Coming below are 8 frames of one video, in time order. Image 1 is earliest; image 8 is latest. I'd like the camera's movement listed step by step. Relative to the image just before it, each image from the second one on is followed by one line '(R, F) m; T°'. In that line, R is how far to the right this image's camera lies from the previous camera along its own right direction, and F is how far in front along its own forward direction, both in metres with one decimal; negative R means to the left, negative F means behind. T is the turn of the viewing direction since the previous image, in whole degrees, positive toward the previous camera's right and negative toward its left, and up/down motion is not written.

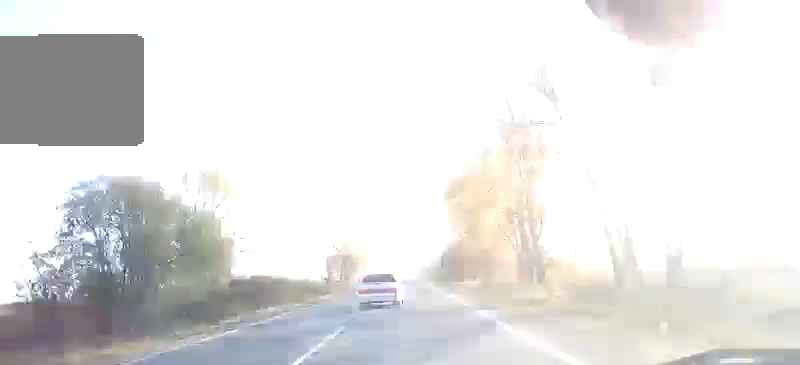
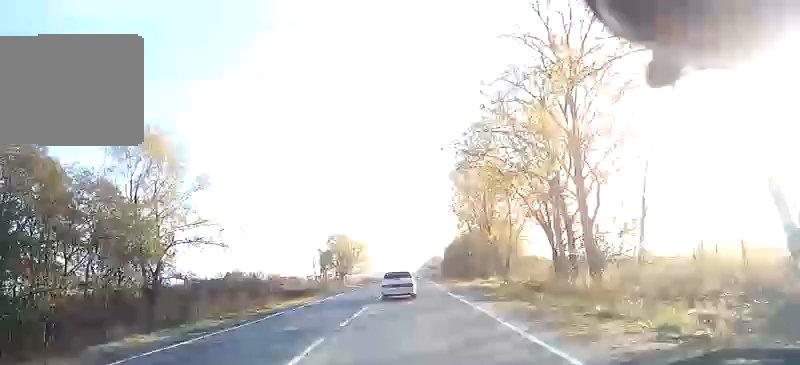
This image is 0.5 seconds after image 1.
(0.0, +14.6) m; 0°
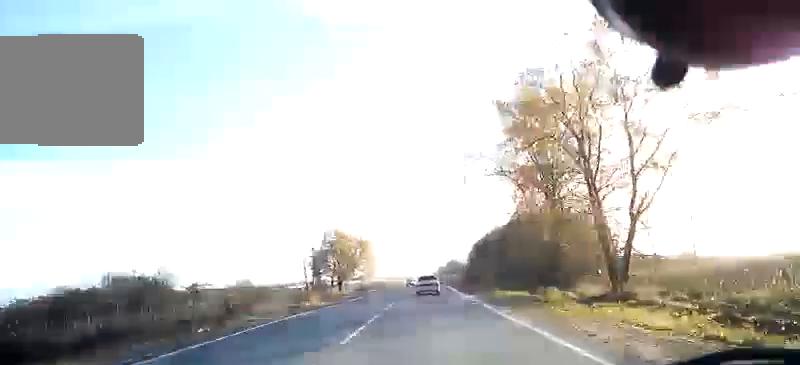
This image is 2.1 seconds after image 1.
(0.0, +43.0) m; 0°
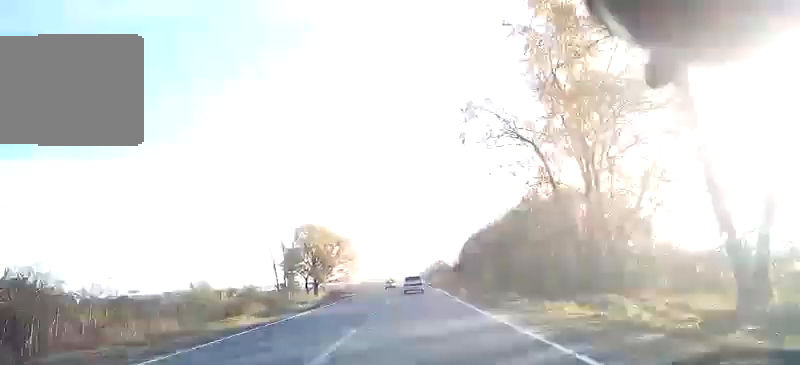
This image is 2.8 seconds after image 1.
(0.0, +16.2) m; 0°
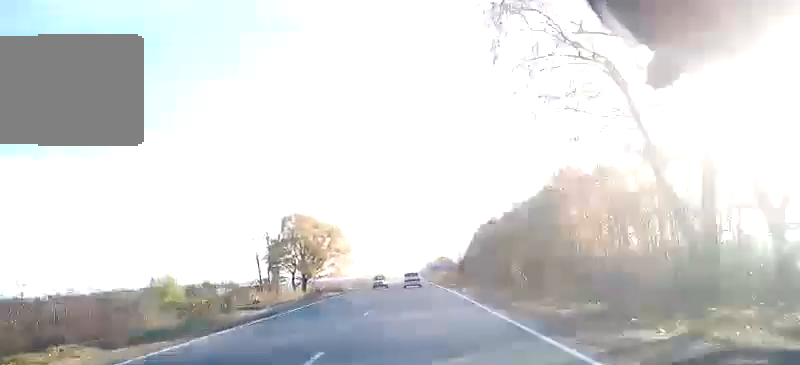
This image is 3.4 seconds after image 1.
(0.0, +16.2) m; 0°
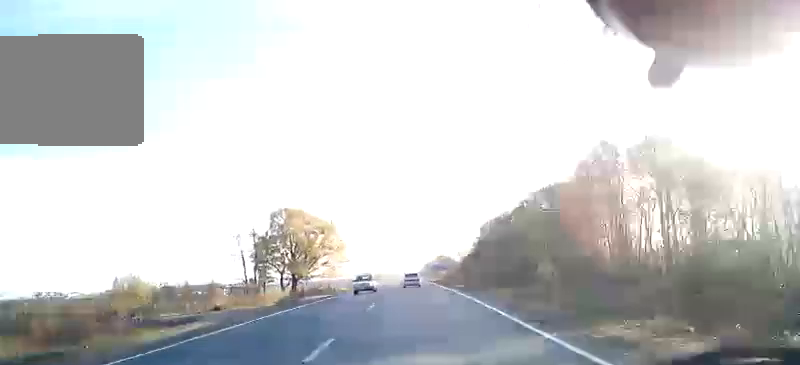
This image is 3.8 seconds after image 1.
(0.0, +10.8) m; 0°
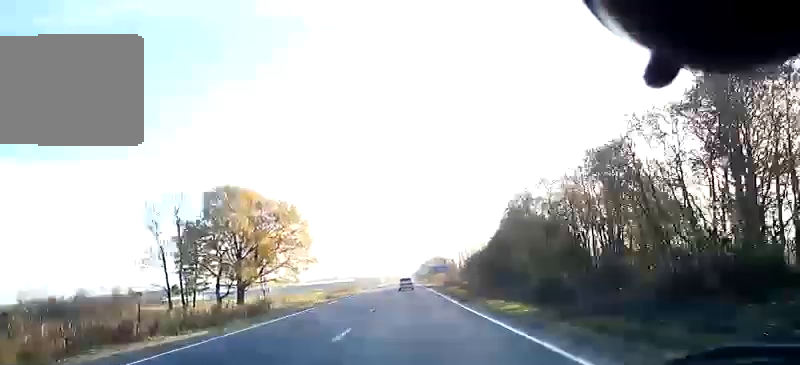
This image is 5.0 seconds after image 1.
(0.0, +32.4) m; 0°
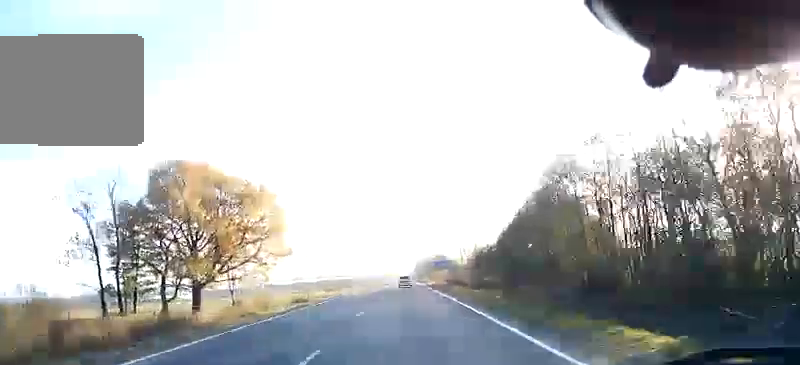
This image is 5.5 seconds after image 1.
(0.0, +16.3) m; 0°
